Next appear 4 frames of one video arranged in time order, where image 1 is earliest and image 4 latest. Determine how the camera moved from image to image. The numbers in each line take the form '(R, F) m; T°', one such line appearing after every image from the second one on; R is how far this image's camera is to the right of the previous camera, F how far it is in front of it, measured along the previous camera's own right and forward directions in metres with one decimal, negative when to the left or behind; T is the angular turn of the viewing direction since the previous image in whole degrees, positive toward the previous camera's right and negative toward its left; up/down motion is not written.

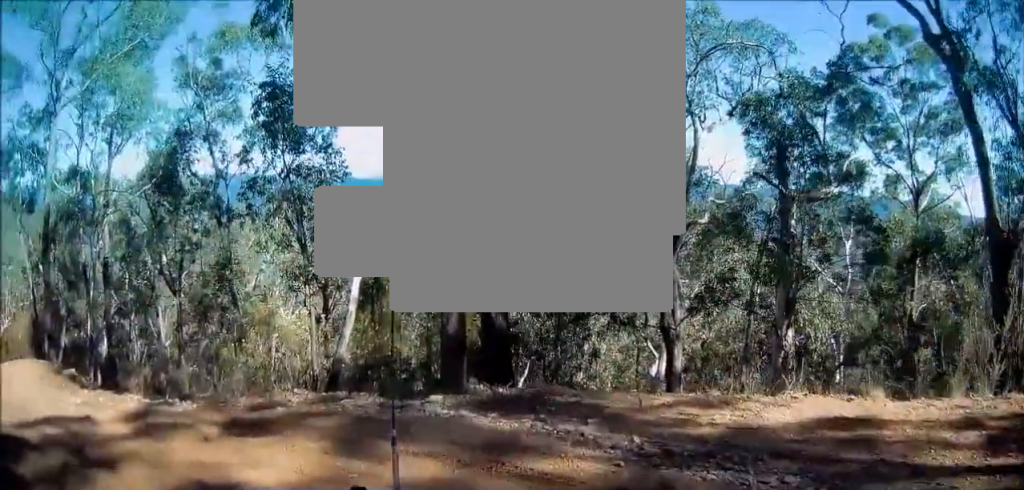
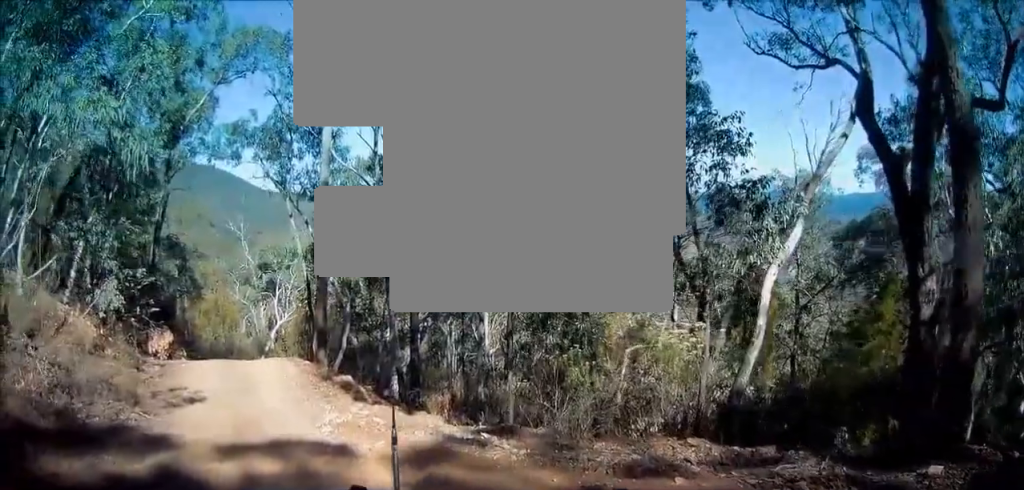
(-1.1, +2.5) m; -66°
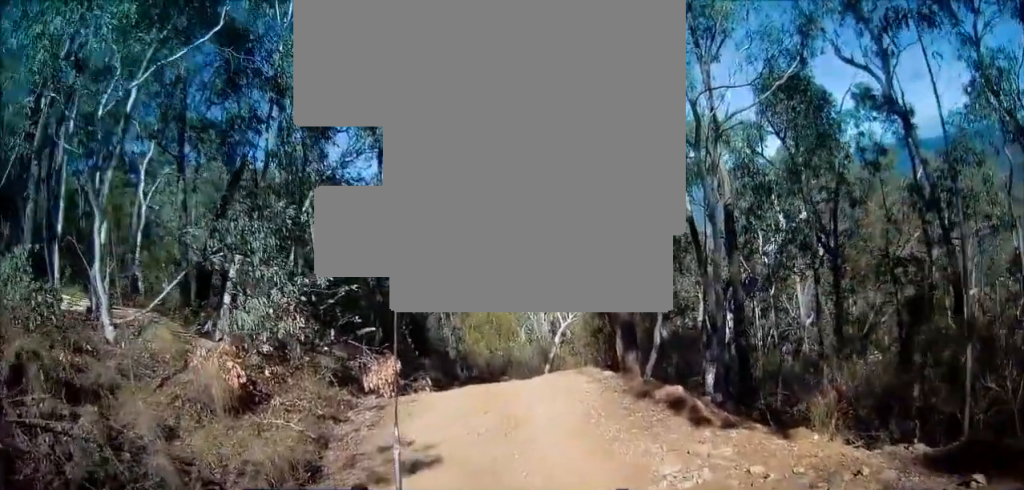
(+0.3, +4.3) m; +19°
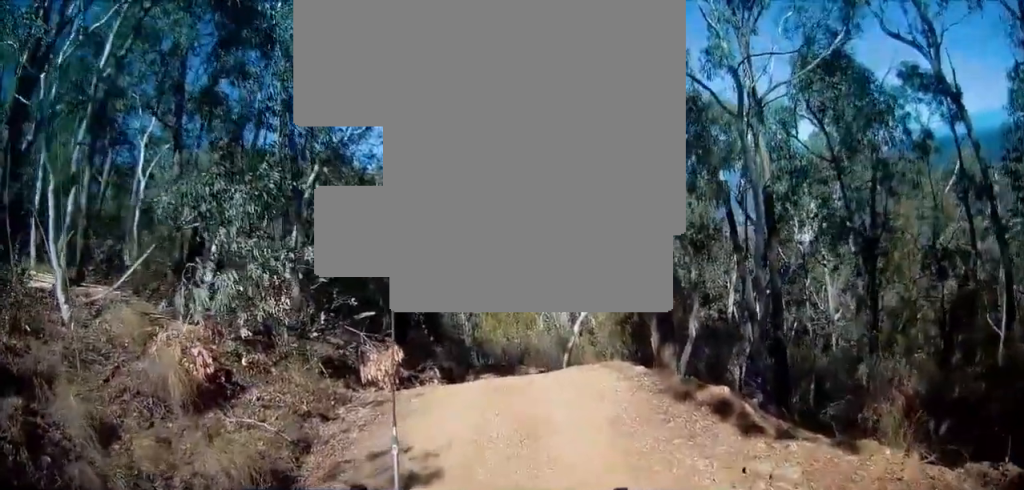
(0.0, +1.2) m; -4°
